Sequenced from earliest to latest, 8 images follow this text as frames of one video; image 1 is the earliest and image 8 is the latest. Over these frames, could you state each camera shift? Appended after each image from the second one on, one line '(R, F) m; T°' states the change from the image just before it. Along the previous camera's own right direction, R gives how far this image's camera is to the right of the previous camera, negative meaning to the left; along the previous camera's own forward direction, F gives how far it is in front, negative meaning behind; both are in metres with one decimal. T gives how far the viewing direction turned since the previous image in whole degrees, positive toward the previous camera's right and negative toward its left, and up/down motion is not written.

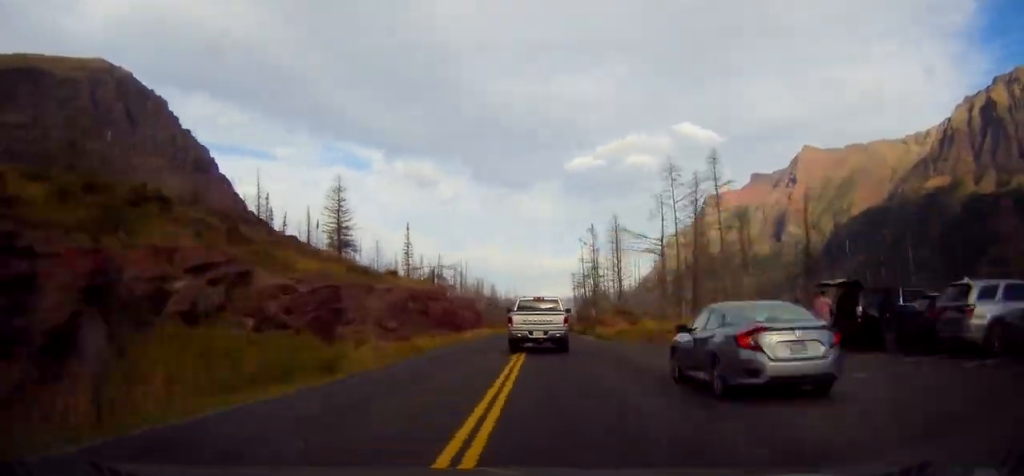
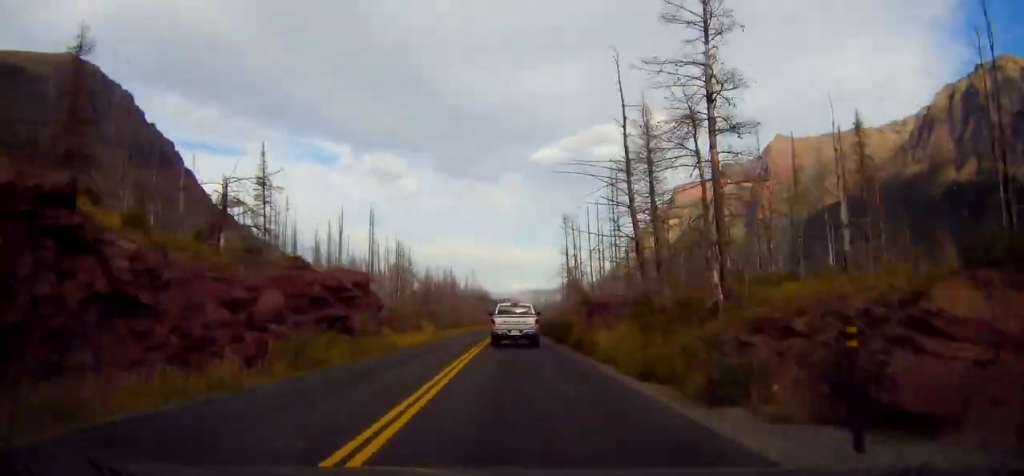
(+0.2, +57.0) m; 0°
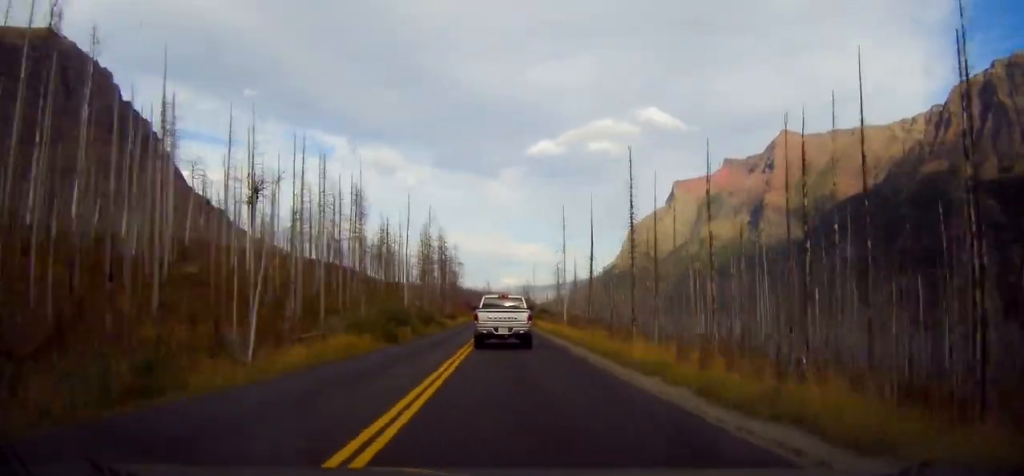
(+0.2, +167.9) m; 0°
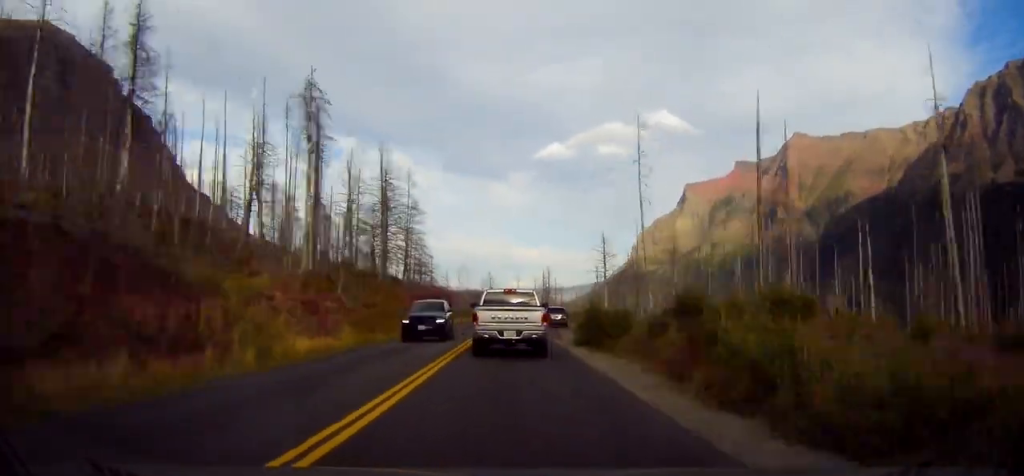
(-0.4, +72.2) m; 0°
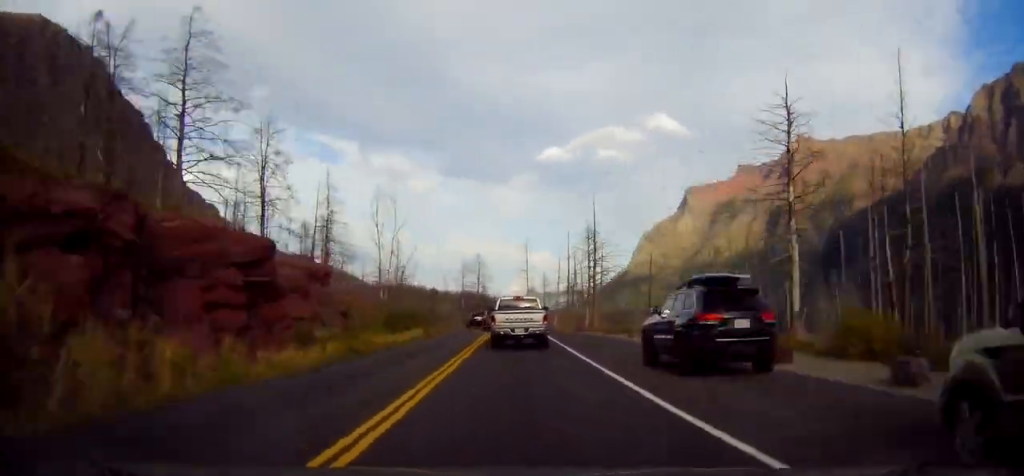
(+0.2, +81.0) m; -7°
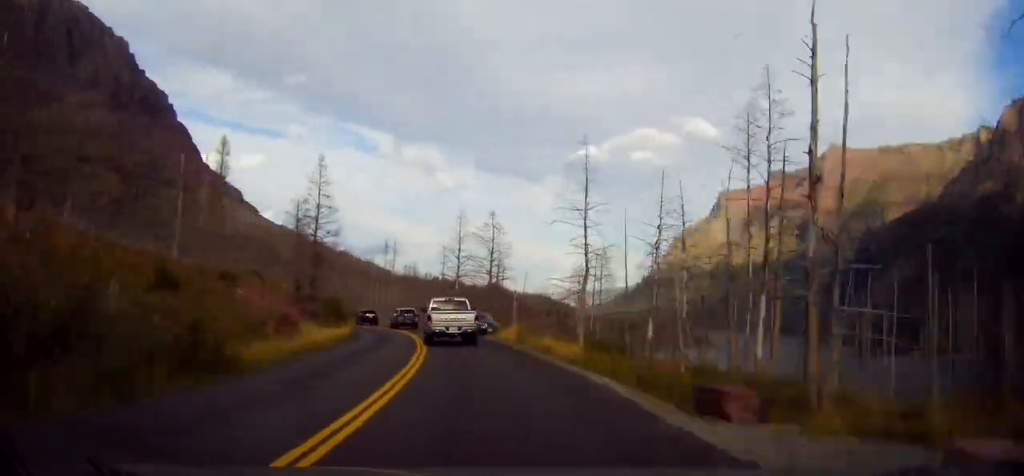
(-4.1, +48.9) m; -10°
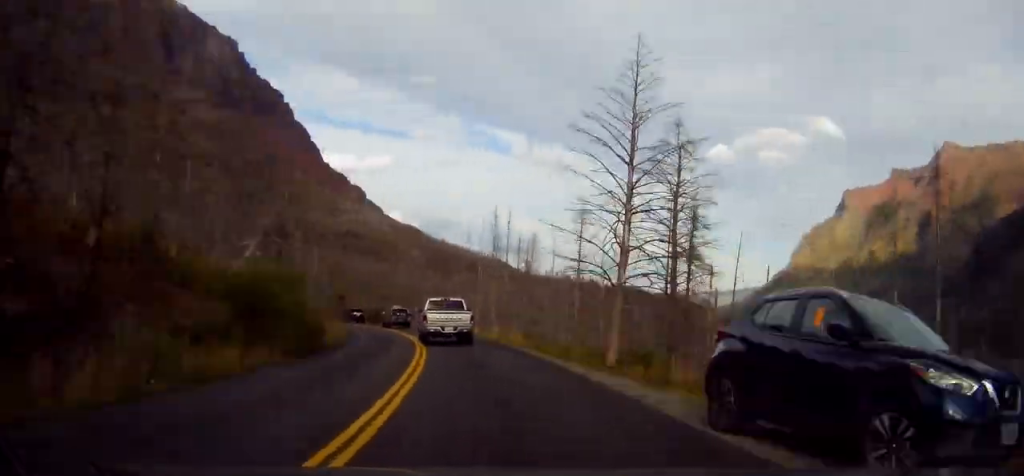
(+0.1, +38.5) m; -10°
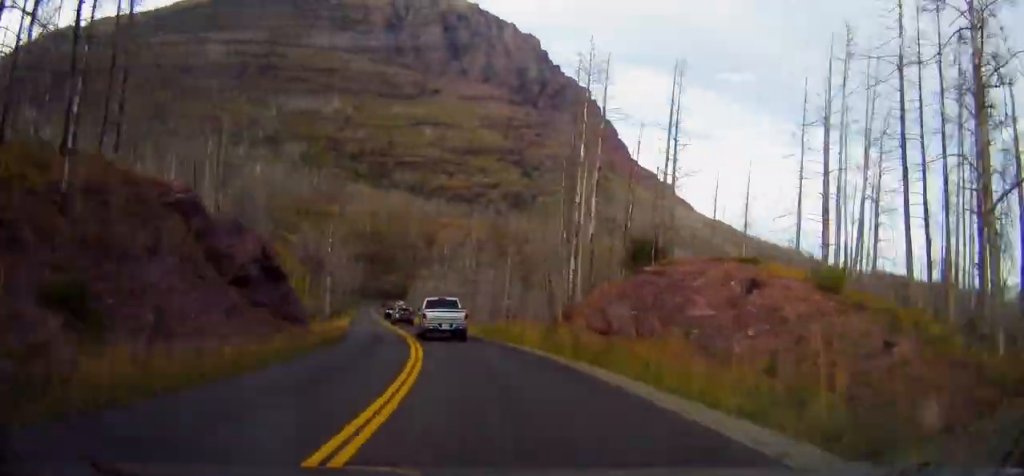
(-17.4, +83.3) m; -19°
